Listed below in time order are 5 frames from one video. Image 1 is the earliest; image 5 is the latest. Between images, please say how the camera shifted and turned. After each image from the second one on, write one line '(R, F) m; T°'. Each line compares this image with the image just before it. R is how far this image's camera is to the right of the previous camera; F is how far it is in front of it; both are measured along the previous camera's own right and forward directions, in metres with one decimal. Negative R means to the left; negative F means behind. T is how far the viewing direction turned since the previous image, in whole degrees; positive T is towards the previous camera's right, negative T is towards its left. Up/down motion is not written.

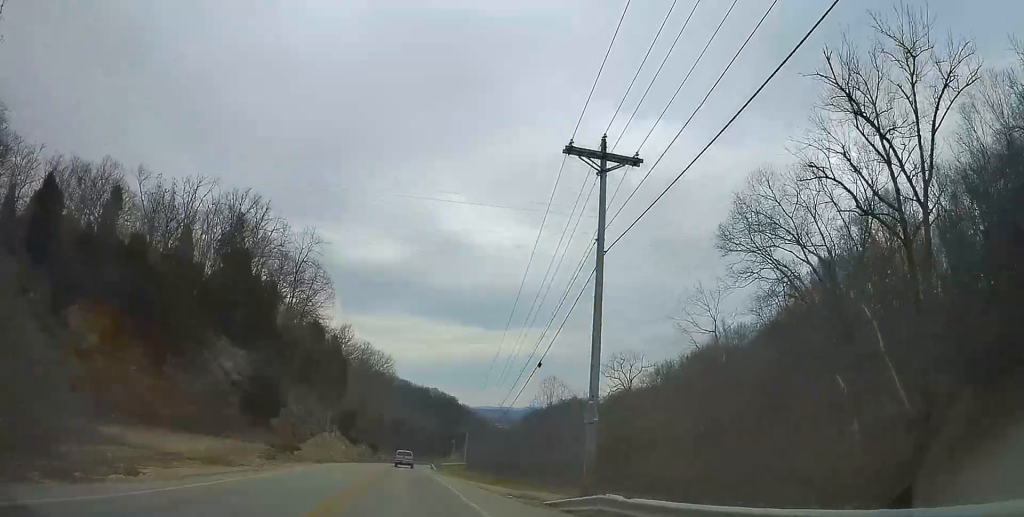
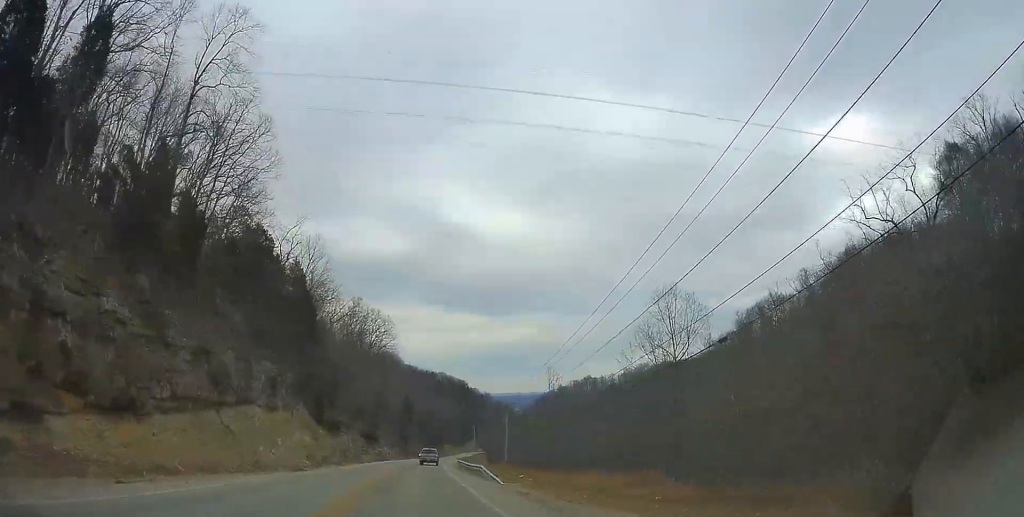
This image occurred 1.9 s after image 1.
(-0.9, +42.4) m; -2°
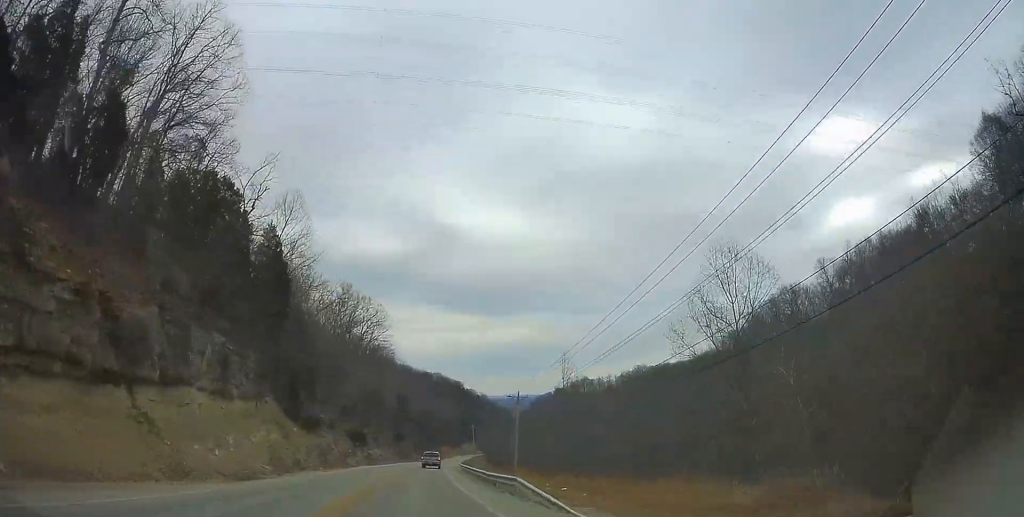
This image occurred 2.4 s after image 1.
(-0.3, +11.6) m; 0°
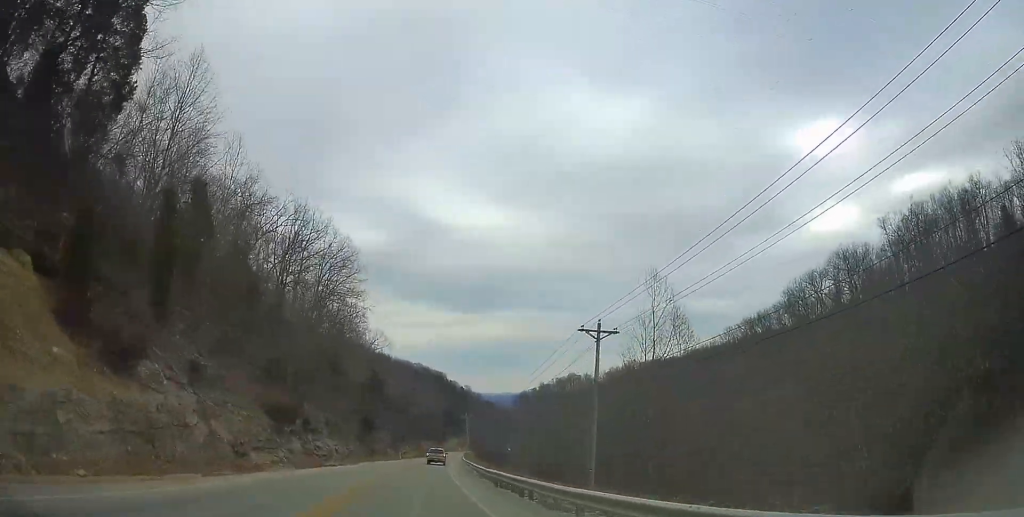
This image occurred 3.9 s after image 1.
(+0.8, +35.3) m; +3°
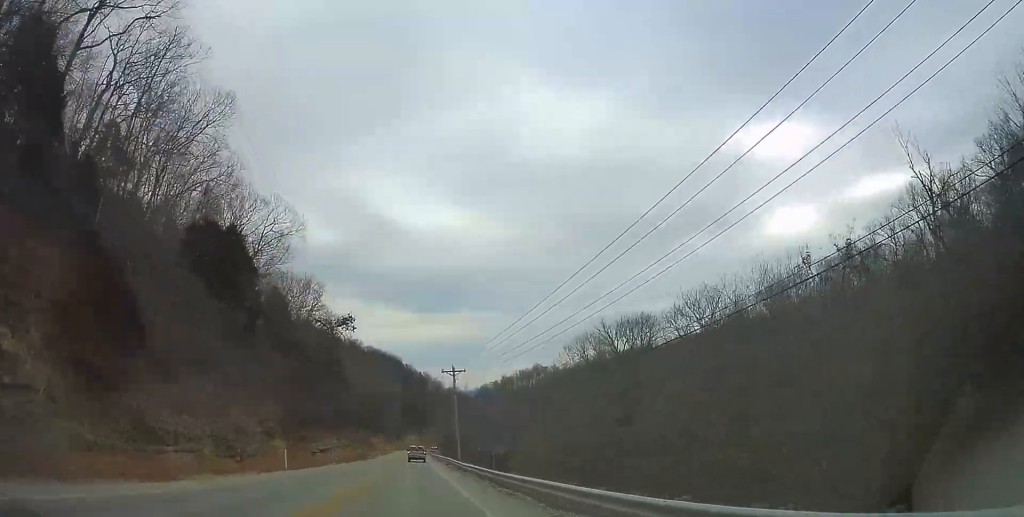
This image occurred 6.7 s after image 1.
(+2.4, +67.9) m; +4°
